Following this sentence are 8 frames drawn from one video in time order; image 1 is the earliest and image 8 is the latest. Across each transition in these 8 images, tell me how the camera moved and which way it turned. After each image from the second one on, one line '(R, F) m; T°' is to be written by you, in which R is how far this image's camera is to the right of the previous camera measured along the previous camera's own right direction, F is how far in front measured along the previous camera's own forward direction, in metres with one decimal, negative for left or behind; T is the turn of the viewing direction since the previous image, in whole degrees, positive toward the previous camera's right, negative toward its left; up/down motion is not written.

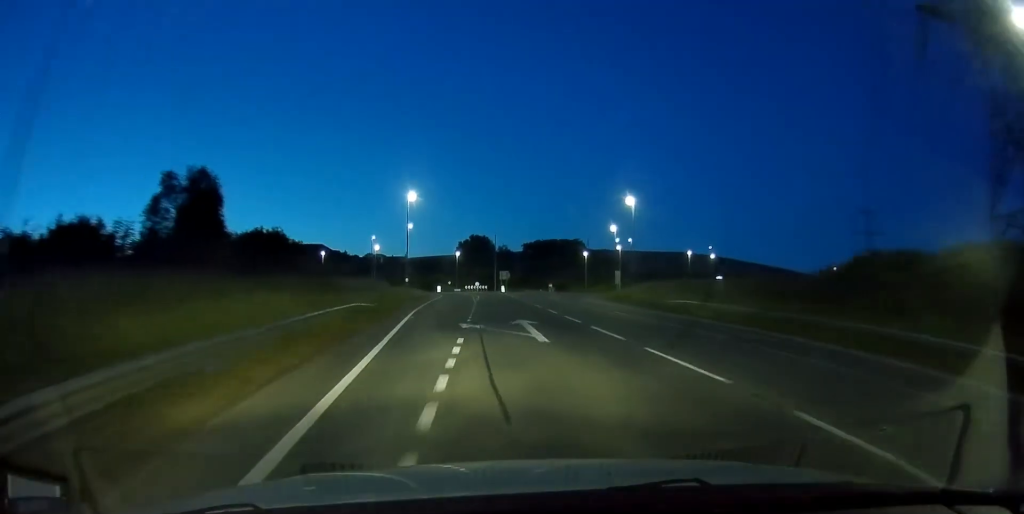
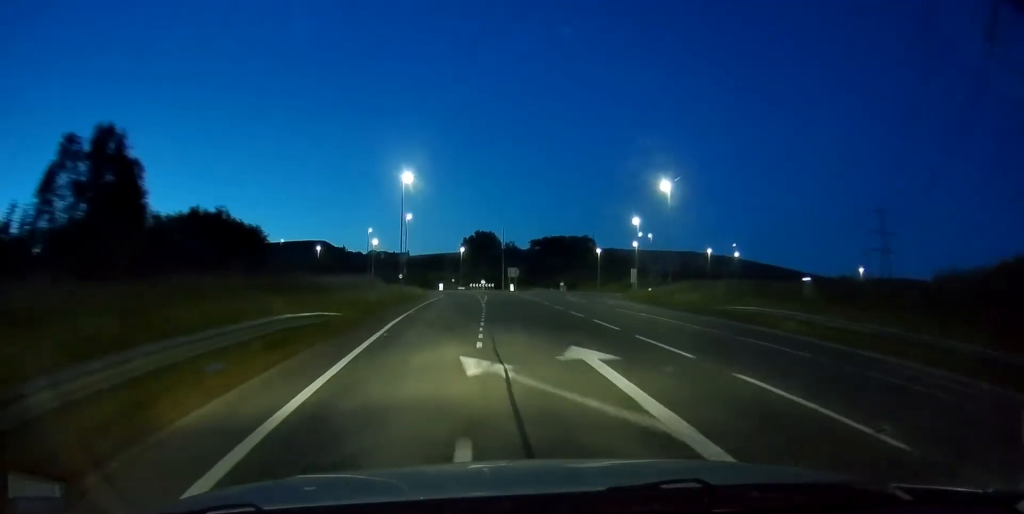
(0.0, +9.4) m; -1°
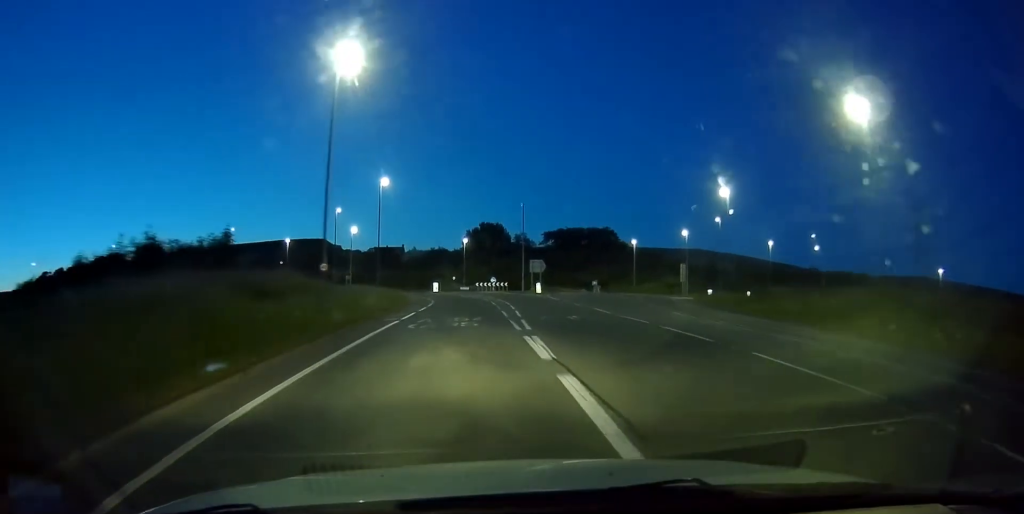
(-0.8, +28.0) m; -2°
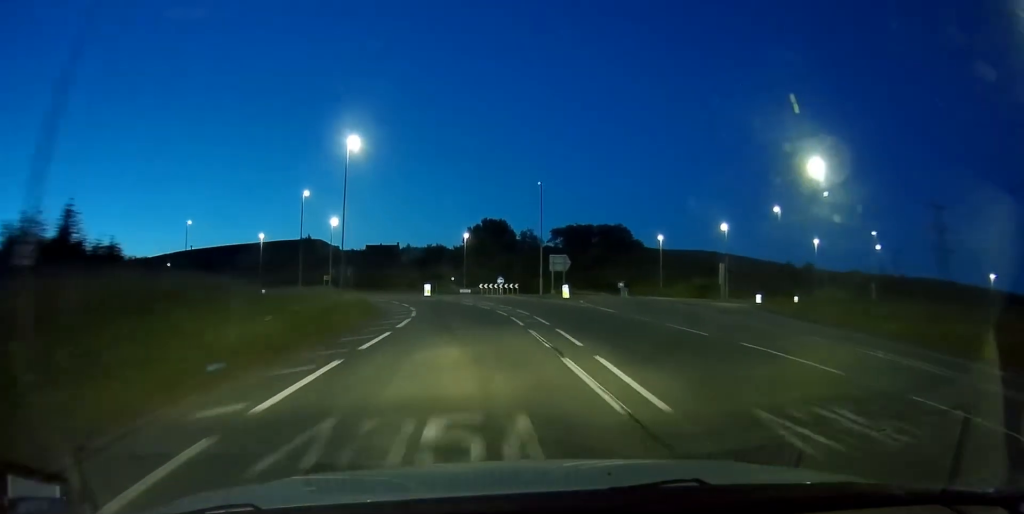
(0.0, +16.0) m; 0°
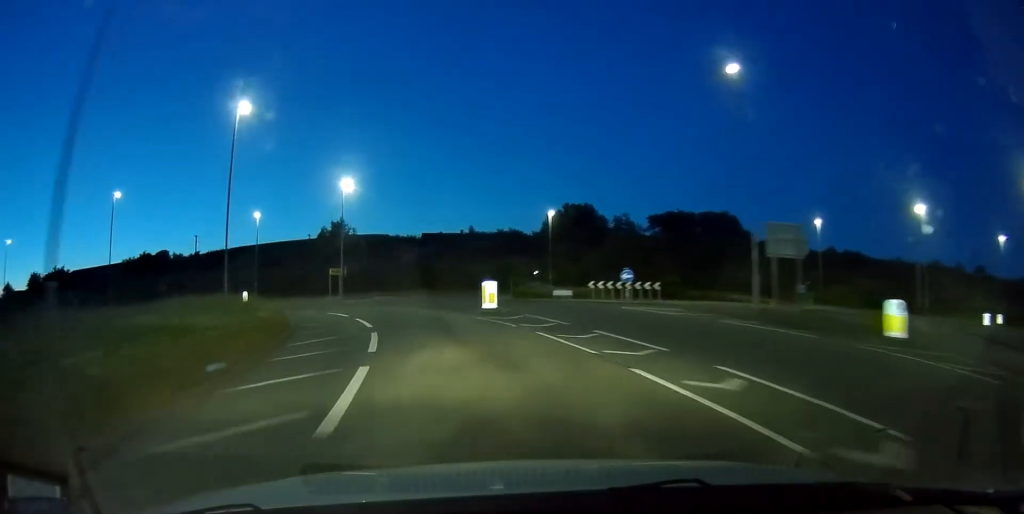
(-0.3, +32.6) m; -2°
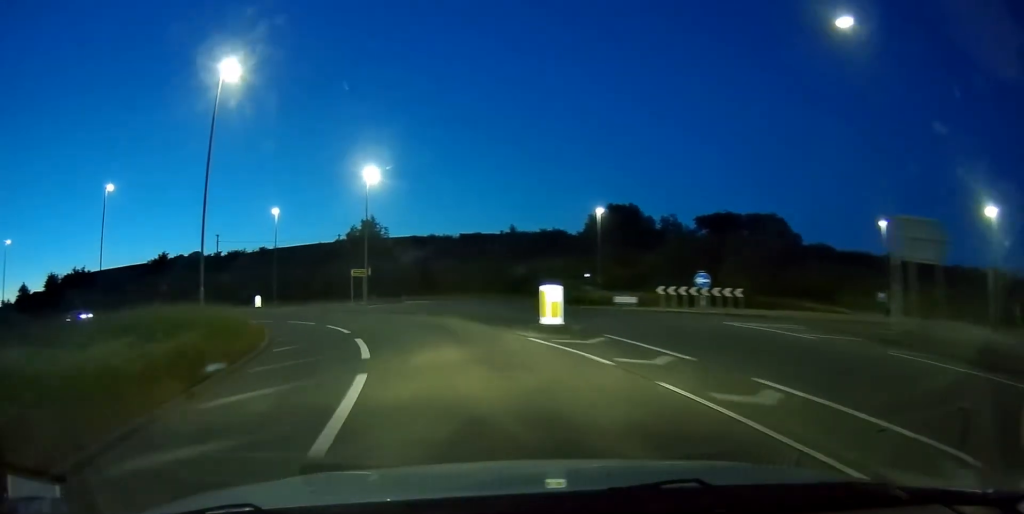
(-0.1, +7.2) m; -1°
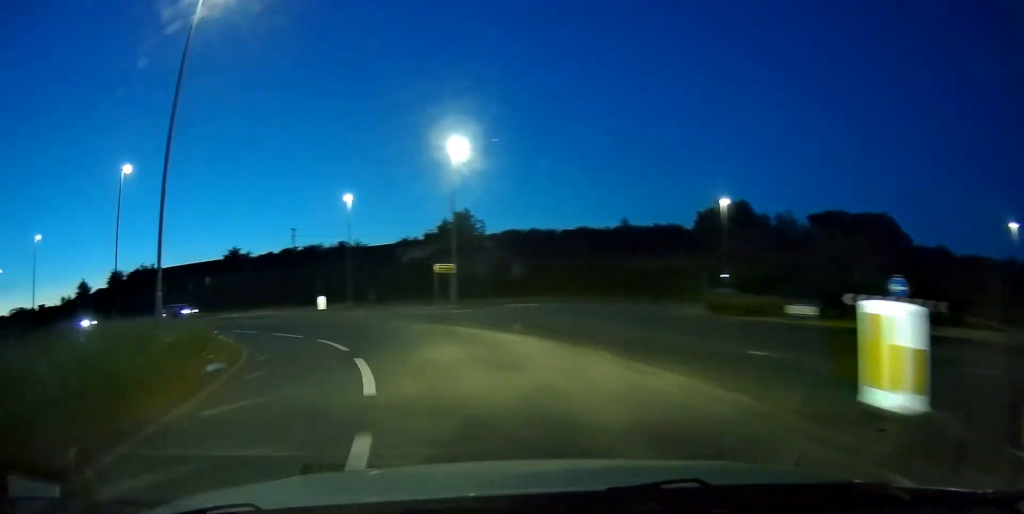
(-0.2, +10.1) m; -6°
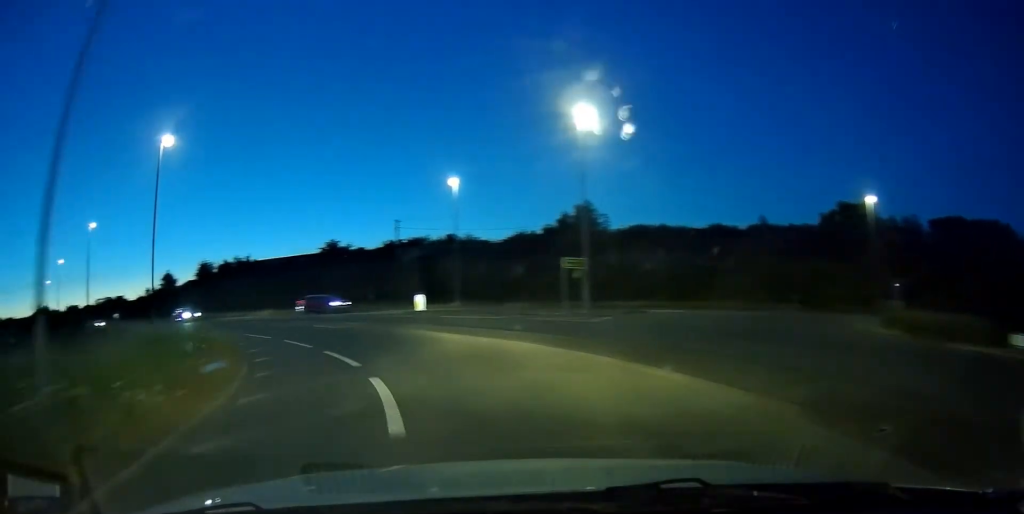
(-0.5, +7.7) m; -8°
